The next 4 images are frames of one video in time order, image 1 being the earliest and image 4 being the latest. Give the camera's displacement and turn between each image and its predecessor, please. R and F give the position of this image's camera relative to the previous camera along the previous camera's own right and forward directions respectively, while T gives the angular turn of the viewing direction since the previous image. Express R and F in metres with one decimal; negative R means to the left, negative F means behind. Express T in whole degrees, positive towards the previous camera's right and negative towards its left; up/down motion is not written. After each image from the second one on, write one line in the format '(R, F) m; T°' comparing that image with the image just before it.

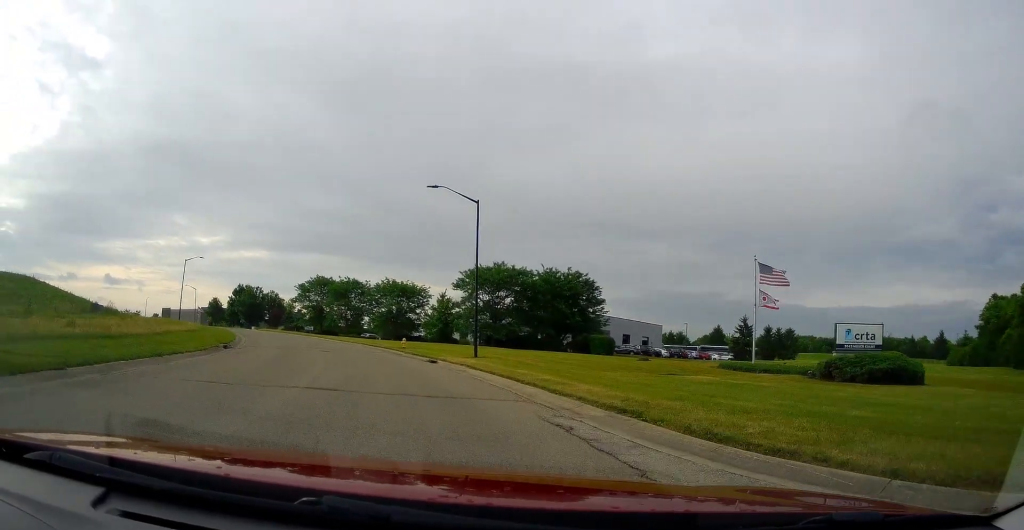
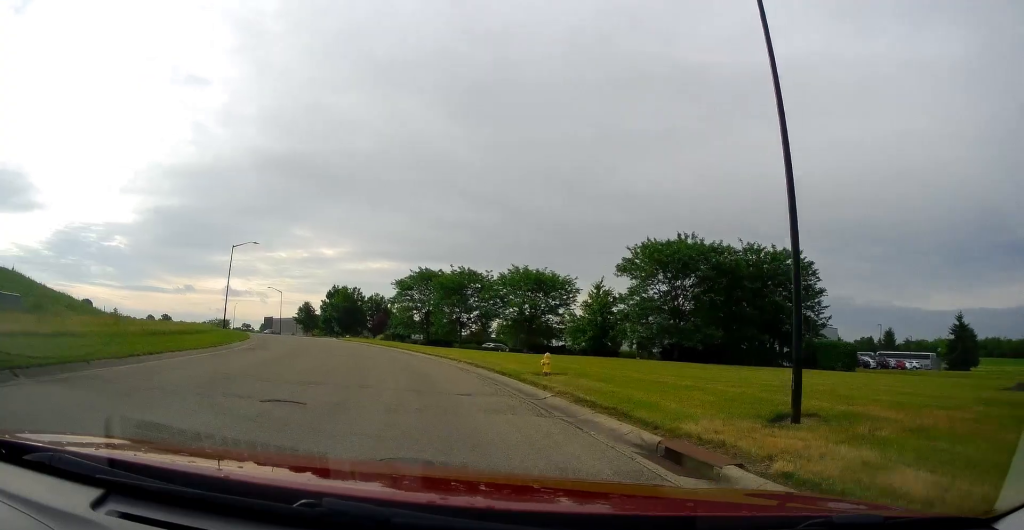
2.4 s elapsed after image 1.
(-2.3, +22.8) m; -13°
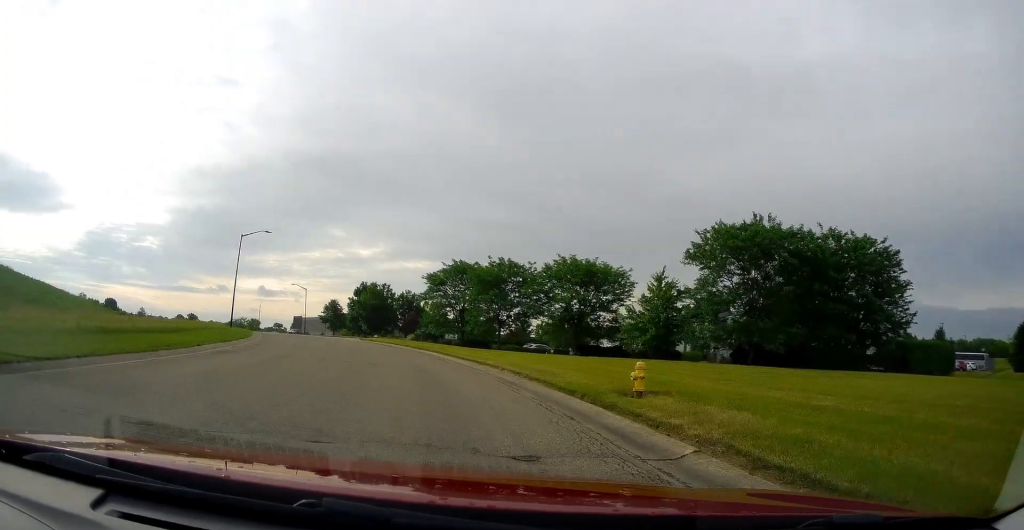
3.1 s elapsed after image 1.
(-0.4, +7.1) m; -4°
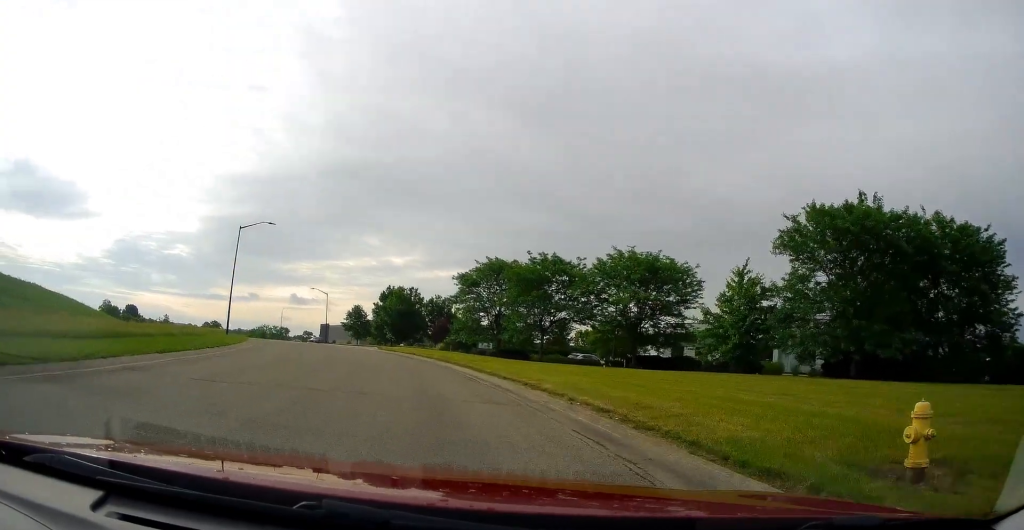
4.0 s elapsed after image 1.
(-0.1, +8.1) m; -3°
